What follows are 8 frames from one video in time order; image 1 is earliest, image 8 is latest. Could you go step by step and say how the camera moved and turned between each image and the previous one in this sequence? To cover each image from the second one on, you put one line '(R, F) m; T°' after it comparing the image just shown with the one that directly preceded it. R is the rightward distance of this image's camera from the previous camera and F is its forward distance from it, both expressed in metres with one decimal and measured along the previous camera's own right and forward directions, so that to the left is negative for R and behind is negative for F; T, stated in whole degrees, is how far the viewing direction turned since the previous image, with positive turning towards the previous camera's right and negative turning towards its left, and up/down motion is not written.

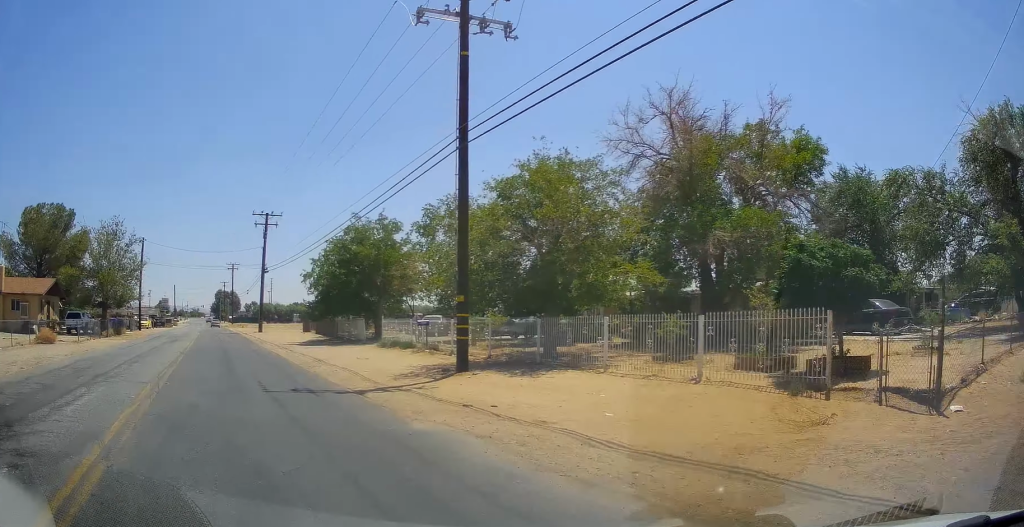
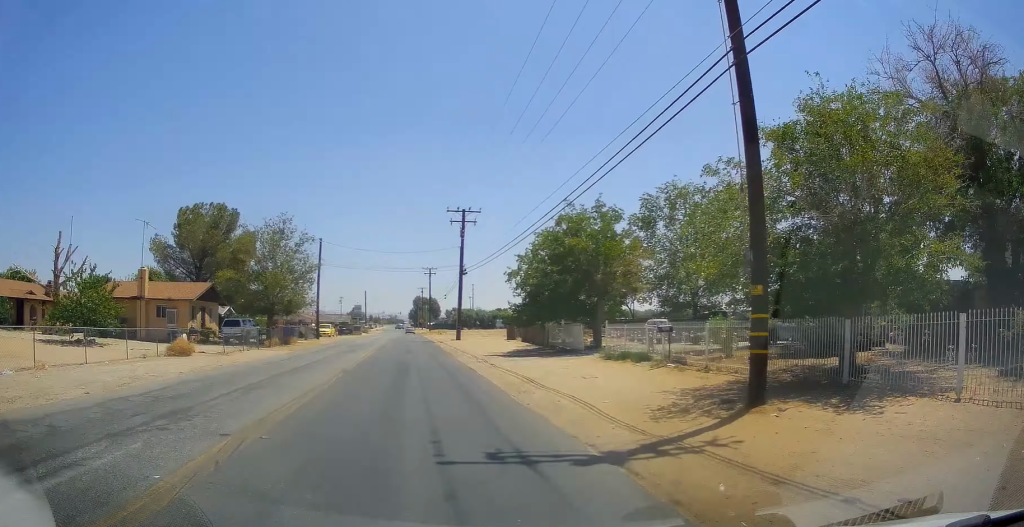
(-0.9, +6.0) m; -7°
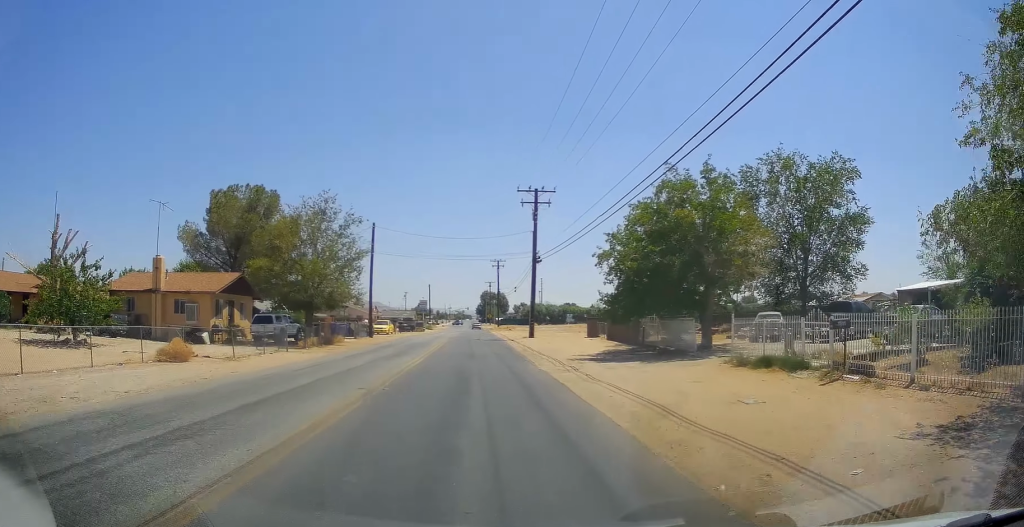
(-0.2, +6.1) m; -6°
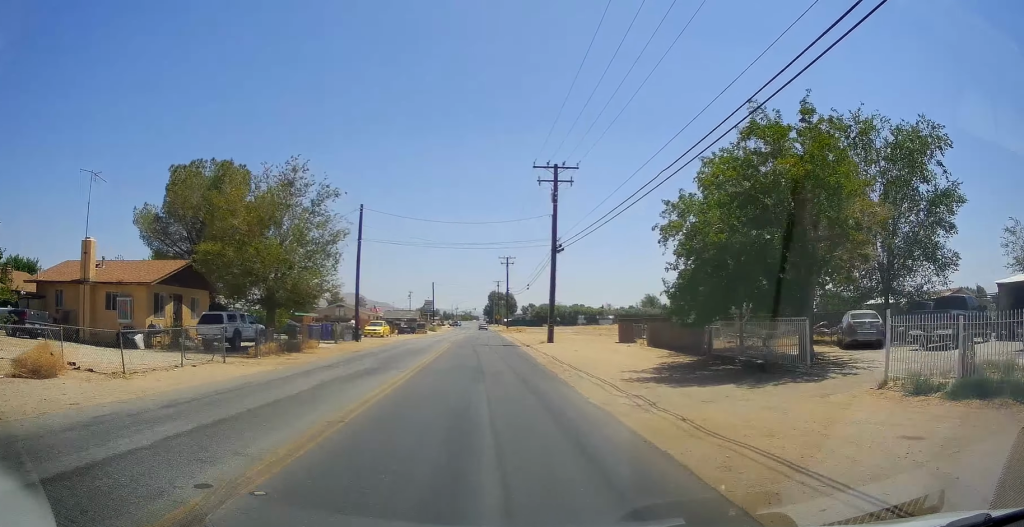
(-0.6, +8.7) m; -1°
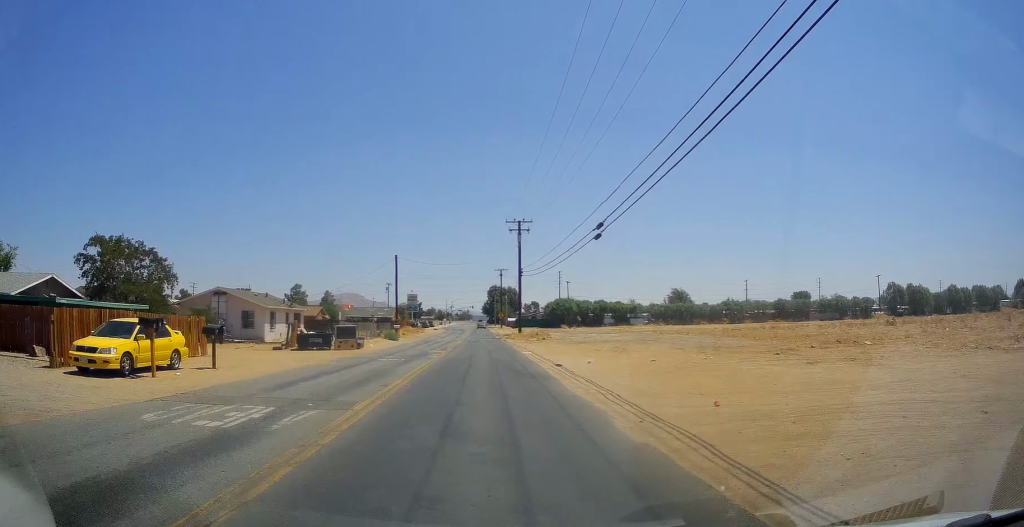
(+0.1, +38.7) m; 0°
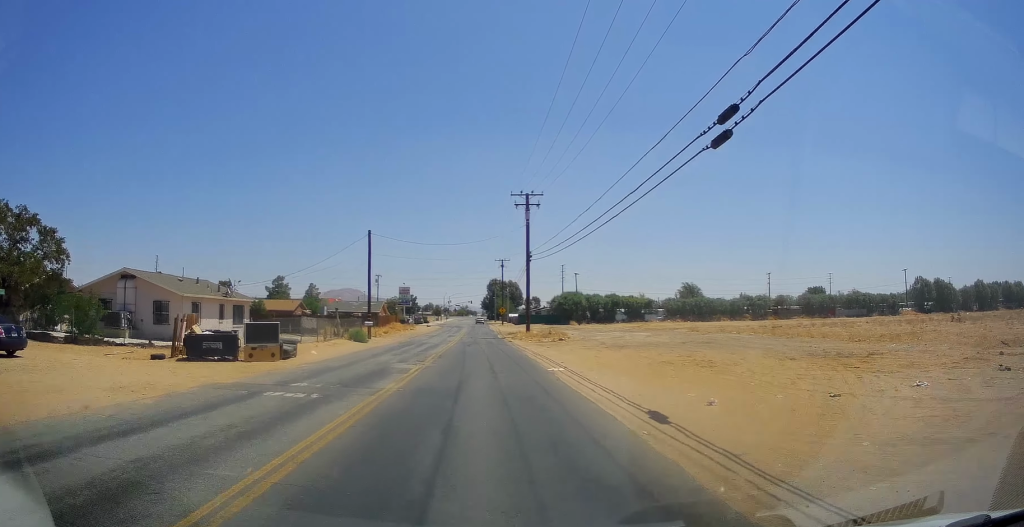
(0.0, +12.6) m; -1°
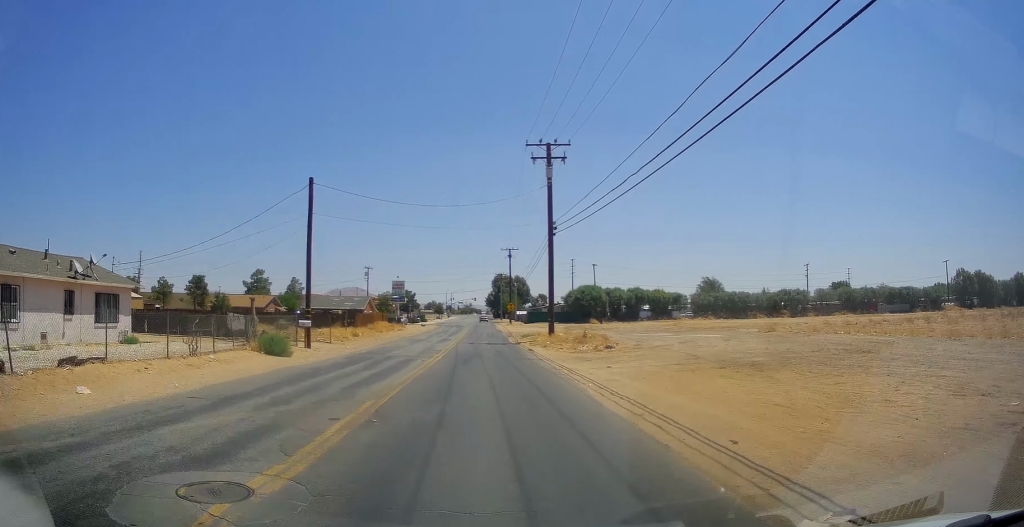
(-0.4, +16.9) m; 0°
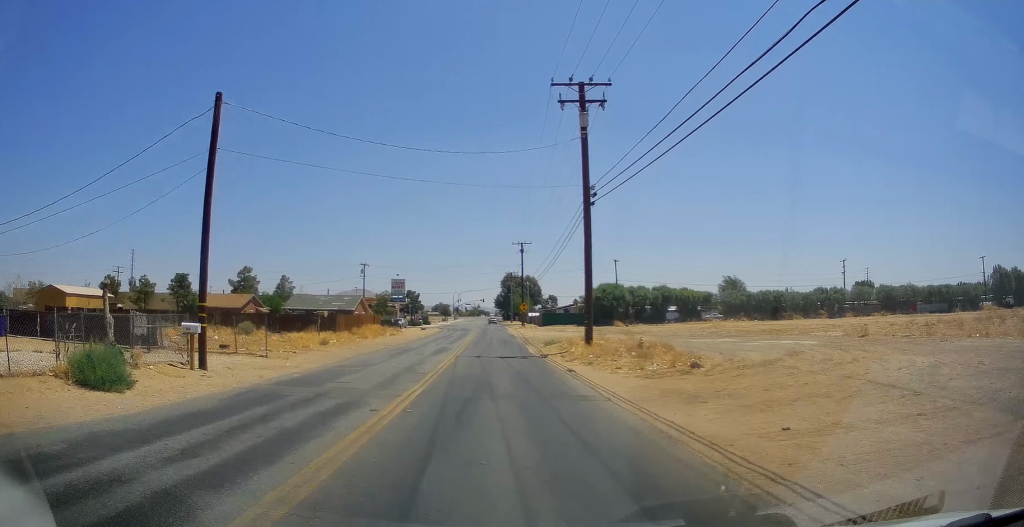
(+0.2, +12.4) m; +1°
